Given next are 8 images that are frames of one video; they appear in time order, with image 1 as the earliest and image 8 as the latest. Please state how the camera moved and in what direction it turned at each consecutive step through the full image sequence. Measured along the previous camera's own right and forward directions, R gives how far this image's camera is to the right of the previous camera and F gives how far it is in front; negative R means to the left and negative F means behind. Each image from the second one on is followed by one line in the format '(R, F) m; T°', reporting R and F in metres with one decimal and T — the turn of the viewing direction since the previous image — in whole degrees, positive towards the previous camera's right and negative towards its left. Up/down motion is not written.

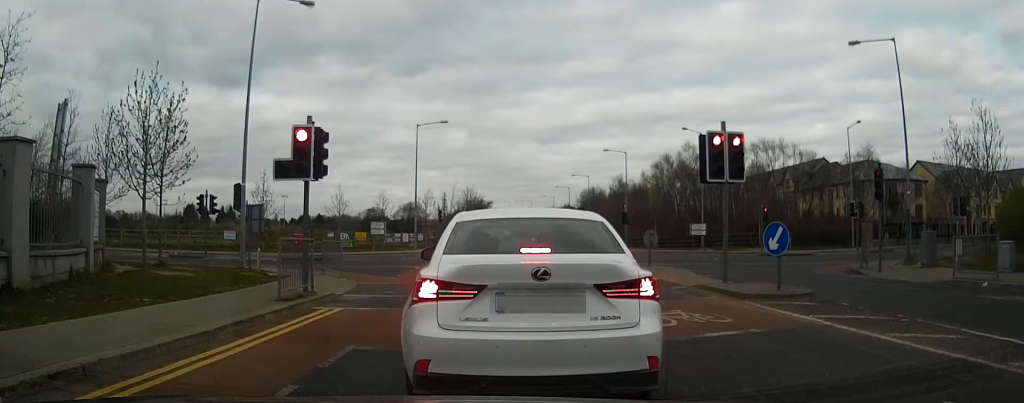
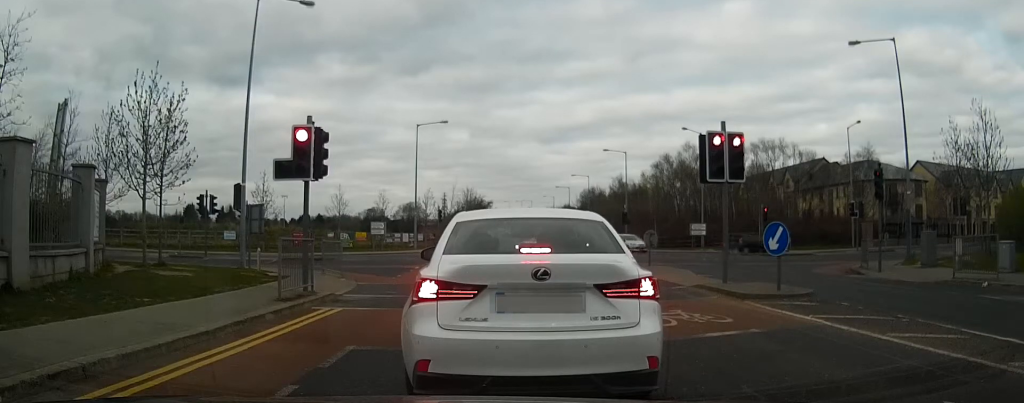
(0.0, 0.0) m; 0°
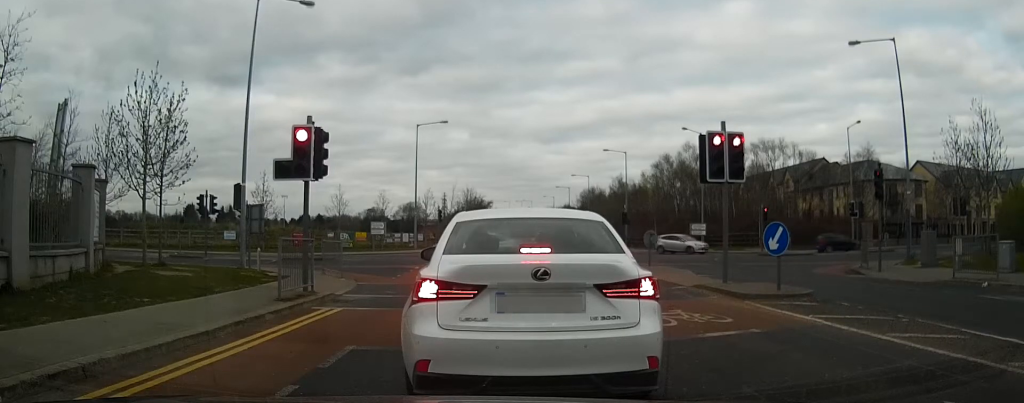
(0.0, 0.0) m; 0°
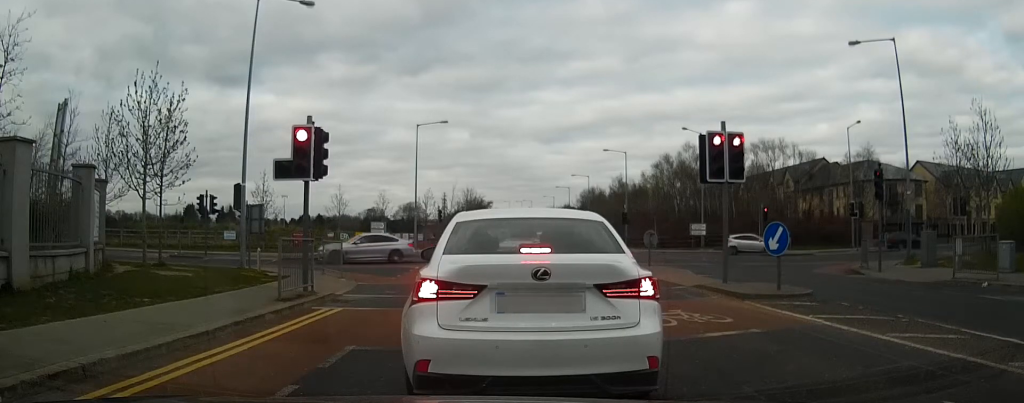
(0.0, 0.0) m; 0°
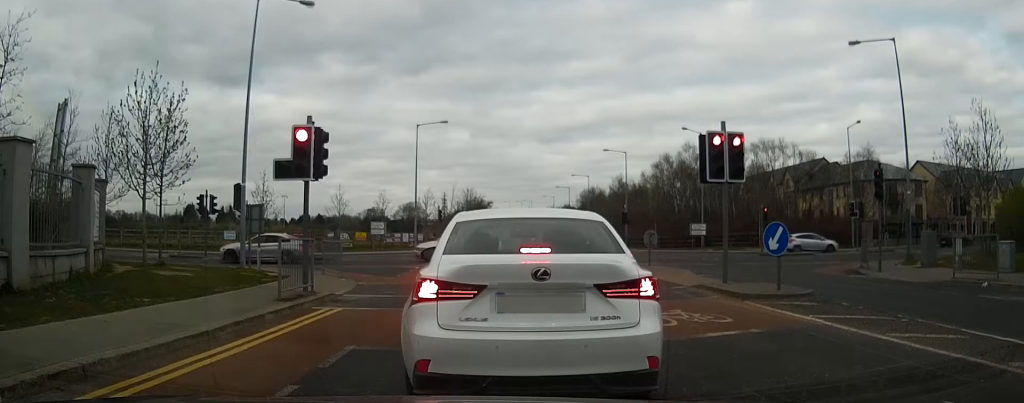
(0.0, 0.0) m; 0°
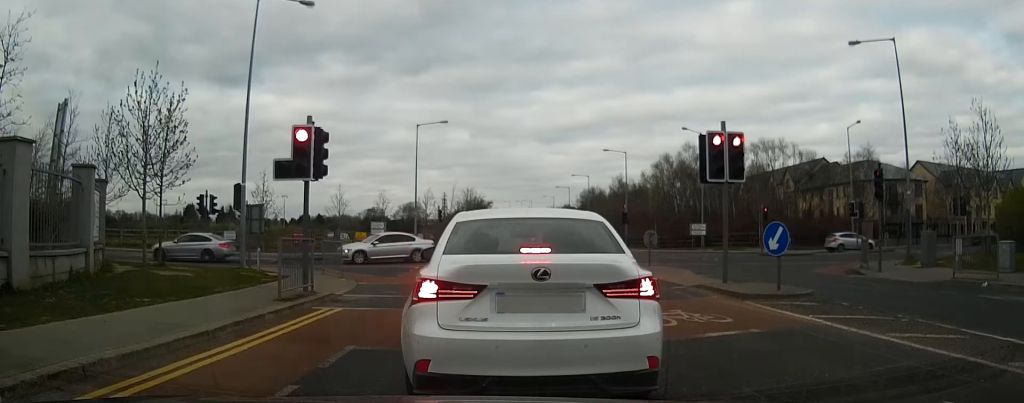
(0.0, 0.0) m; 0°
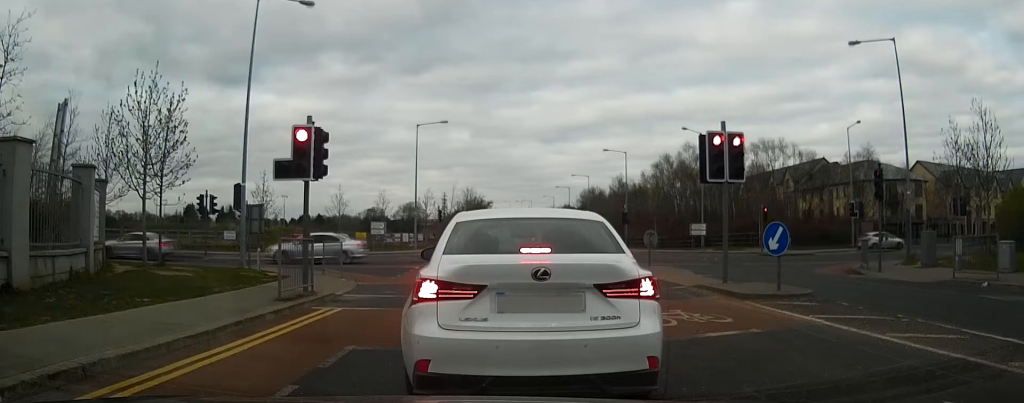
(0.0, 0.0) m; 0°
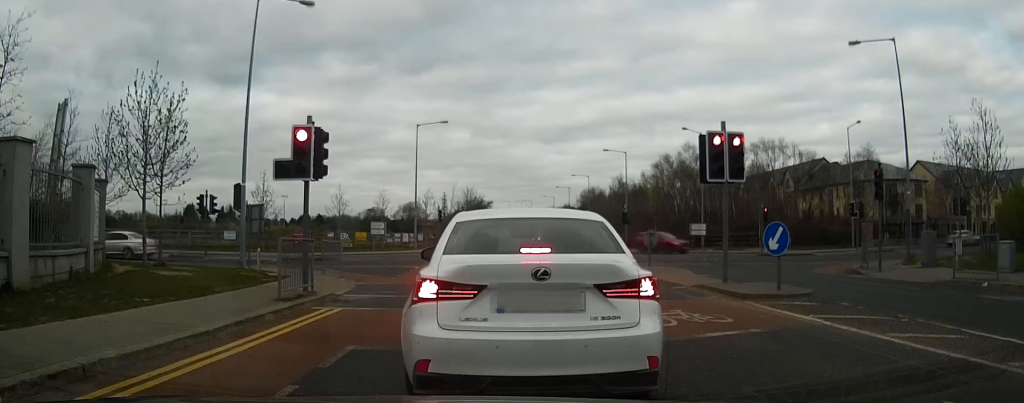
(0.0, 0.0) m; 0°
